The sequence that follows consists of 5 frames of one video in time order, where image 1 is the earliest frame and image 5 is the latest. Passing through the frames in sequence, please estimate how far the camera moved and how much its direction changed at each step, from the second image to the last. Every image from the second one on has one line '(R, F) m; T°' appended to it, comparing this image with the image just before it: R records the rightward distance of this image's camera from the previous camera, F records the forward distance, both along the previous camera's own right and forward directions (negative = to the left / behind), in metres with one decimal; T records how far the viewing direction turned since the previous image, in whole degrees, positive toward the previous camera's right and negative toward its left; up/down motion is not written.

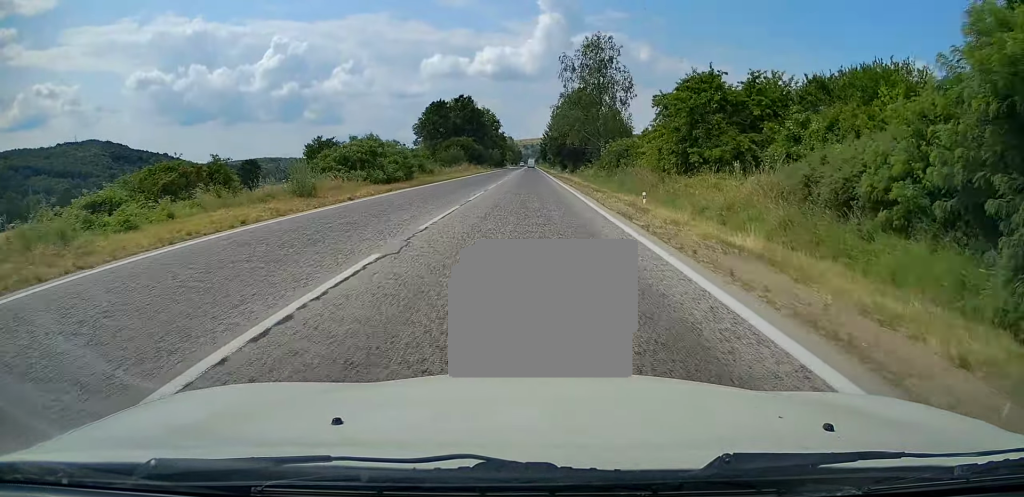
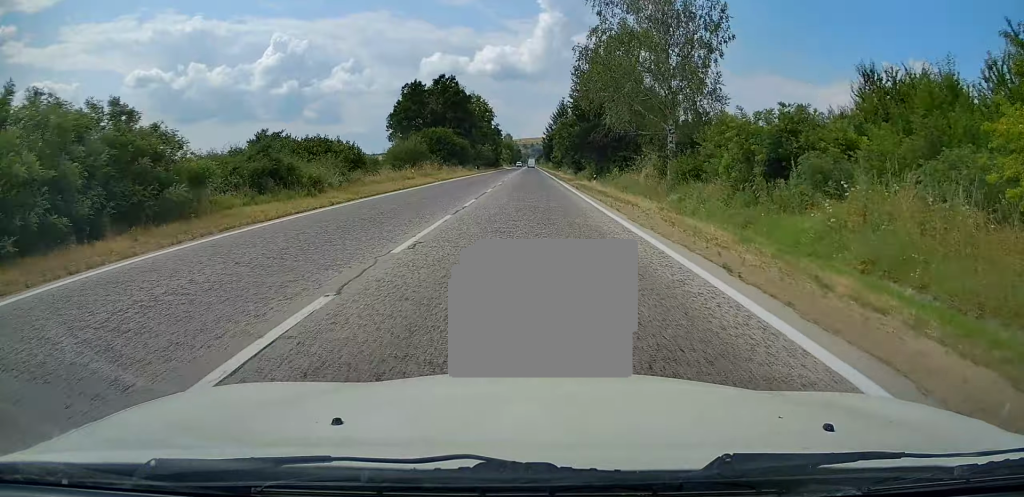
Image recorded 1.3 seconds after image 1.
(-0.4, +29.9) m; -1°
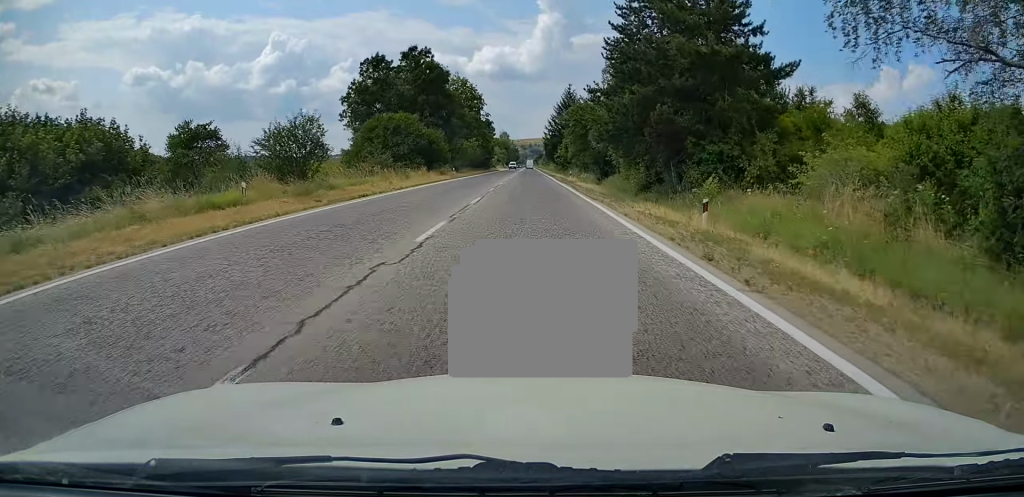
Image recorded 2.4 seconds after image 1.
(0.0, +26.1) m; 0°
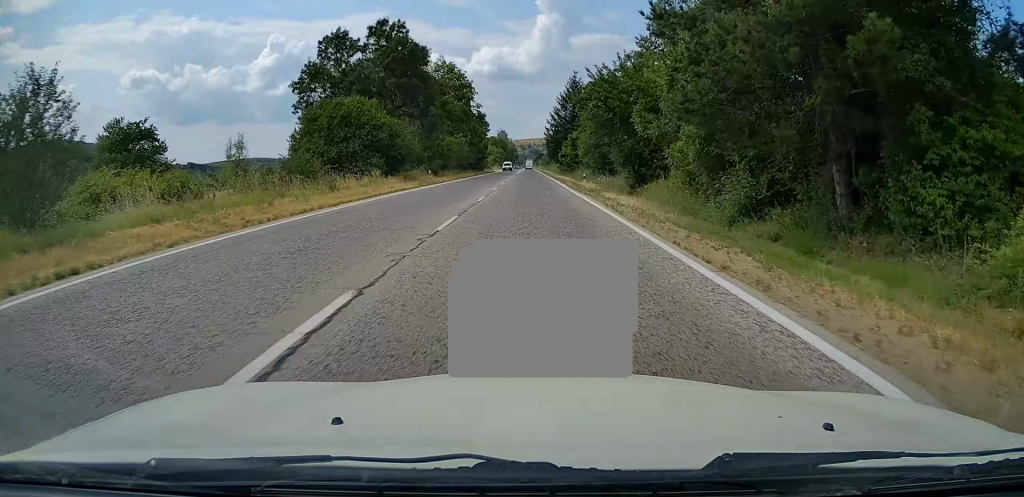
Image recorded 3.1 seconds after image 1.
(+0.1, +16.1) m; 0°
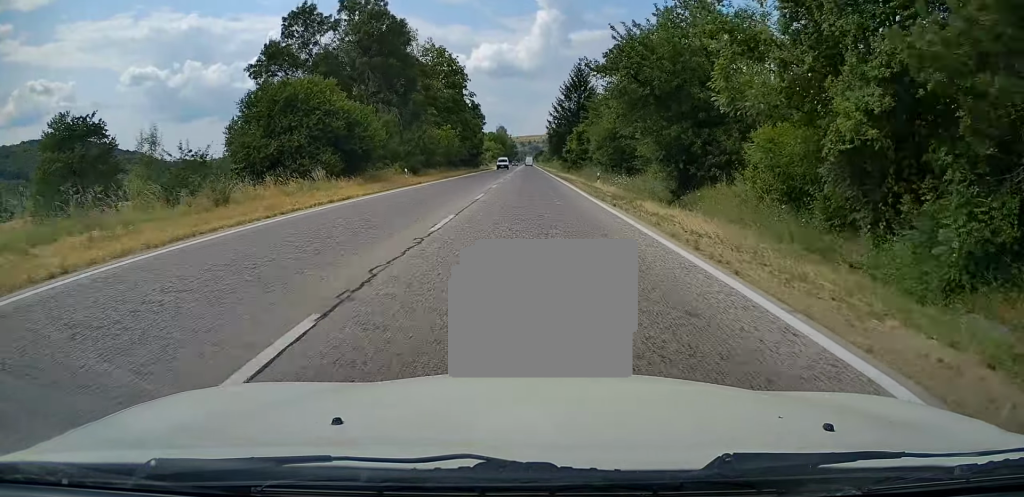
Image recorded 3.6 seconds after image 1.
(+0.2, +10.0) m; 0°
